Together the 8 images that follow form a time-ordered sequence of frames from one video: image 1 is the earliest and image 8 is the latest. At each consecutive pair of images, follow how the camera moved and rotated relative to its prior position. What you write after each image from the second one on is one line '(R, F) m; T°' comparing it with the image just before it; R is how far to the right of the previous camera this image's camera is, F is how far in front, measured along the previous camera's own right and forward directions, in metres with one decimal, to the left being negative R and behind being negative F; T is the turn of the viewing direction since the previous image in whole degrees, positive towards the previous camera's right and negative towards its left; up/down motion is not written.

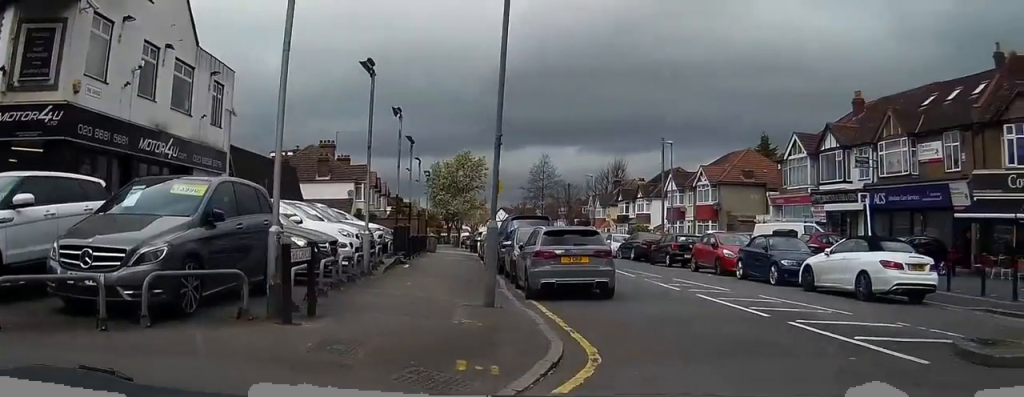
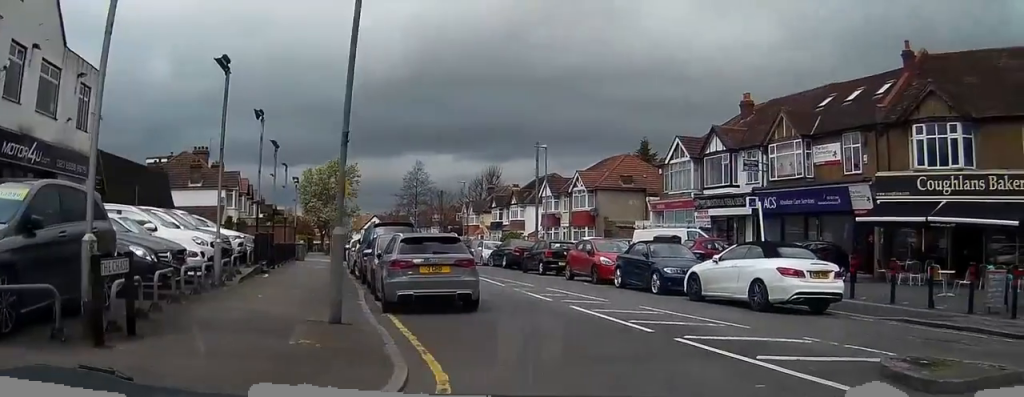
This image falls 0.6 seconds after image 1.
(+0.1, +1.3) m; +2°
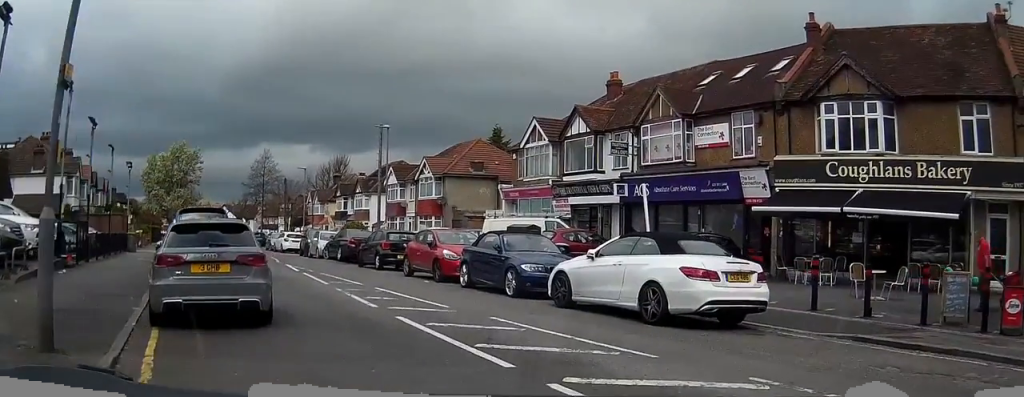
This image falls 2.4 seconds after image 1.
(-0.1, +3.8) m; +3°
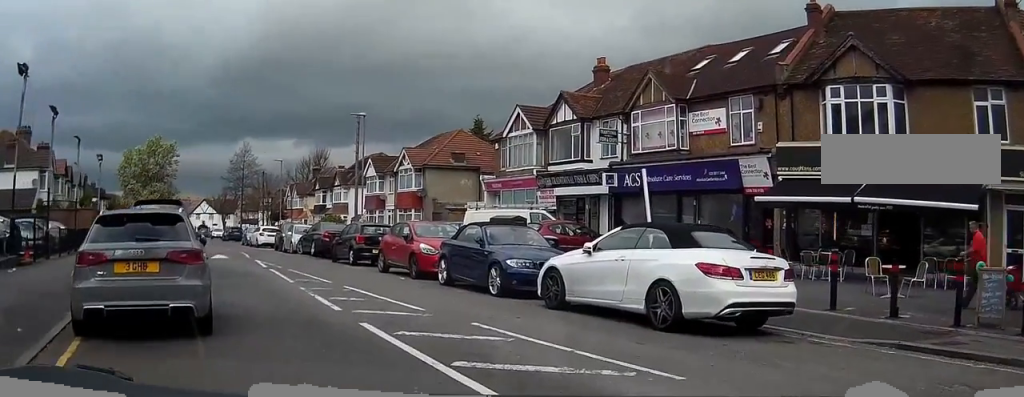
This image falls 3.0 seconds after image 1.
(+0.1, +1.7) m; +4°
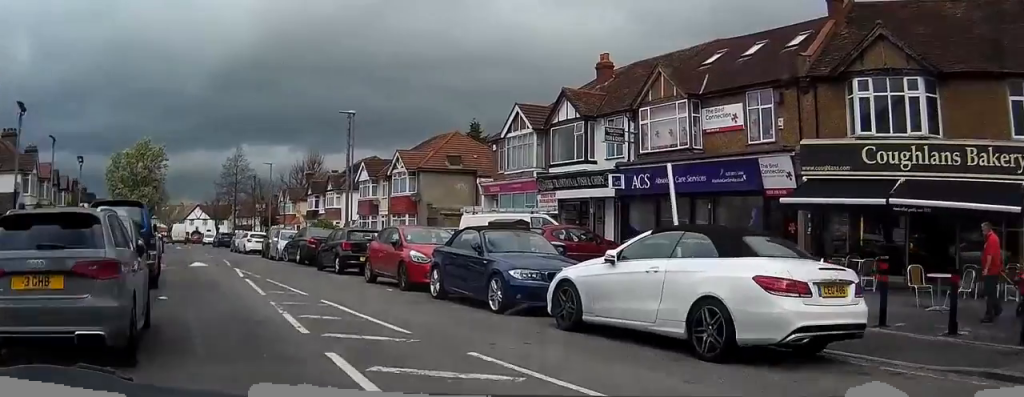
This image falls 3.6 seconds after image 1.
(+0.2, +2.1) m; +3°
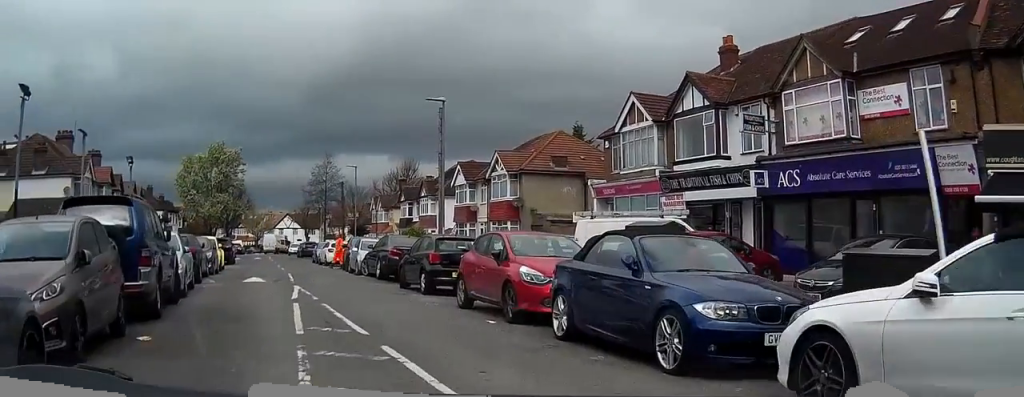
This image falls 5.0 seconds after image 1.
(-0.4, +5.4) m; -13°
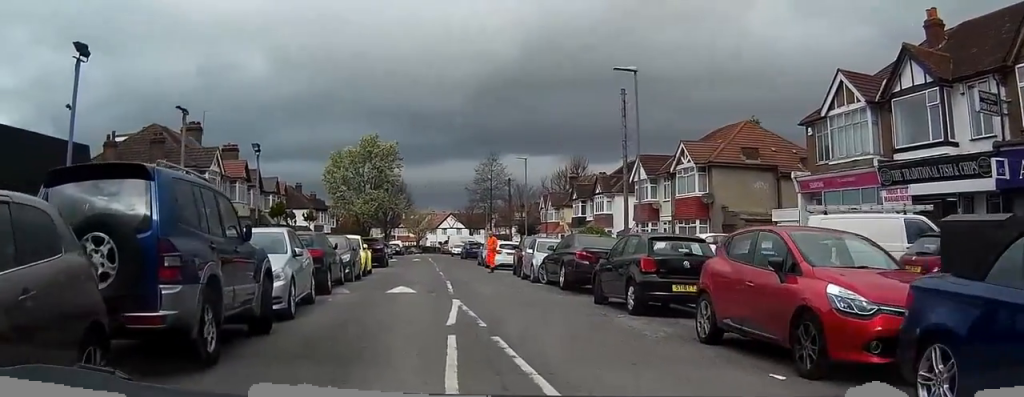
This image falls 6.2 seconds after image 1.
(-0.8, +5.2) m; -16°
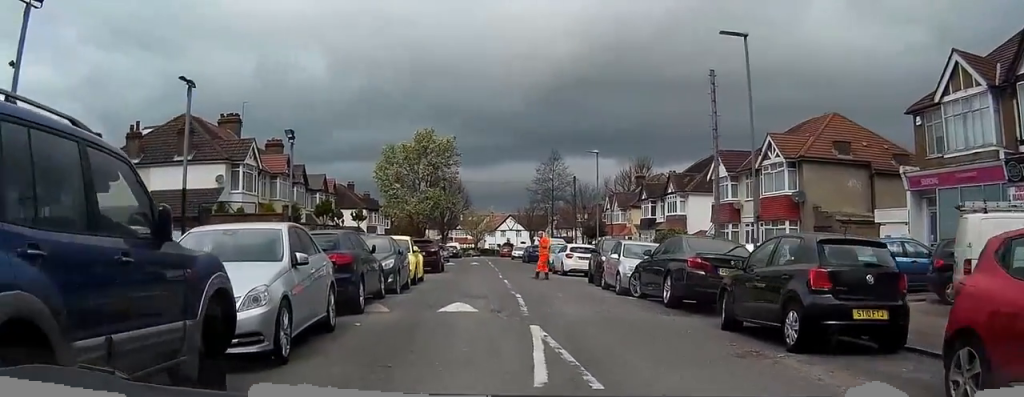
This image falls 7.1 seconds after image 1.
(-0.4, +4.7) m; -6°
